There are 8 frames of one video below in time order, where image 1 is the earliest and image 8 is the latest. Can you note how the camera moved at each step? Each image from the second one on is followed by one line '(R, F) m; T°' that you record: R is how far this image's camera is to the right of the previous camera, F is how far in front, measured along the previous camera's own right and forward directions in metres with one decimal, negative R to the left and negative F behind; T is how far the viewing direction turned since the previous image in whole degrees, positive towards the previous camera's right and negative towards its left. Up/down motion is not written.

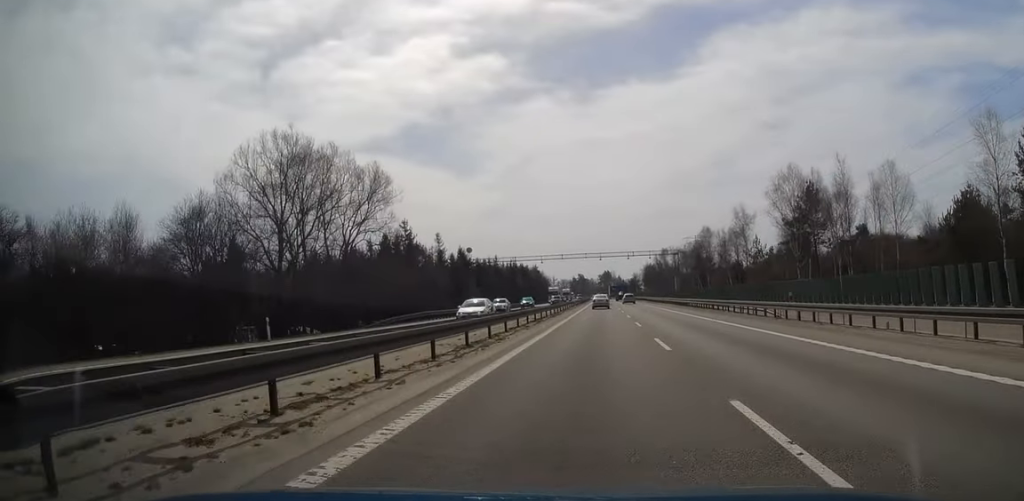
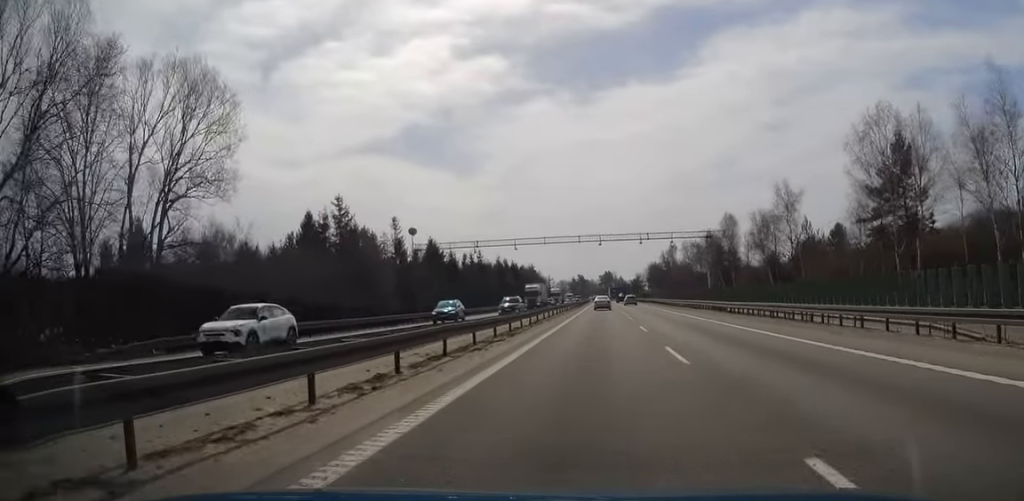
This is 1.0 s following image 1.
(+0.1, +26.8) m; 0°
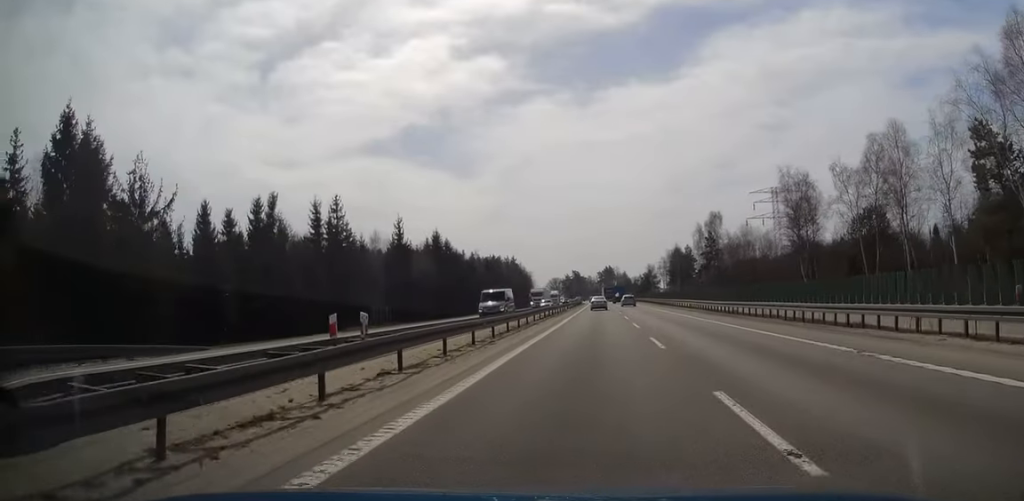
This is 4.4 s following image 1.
(-0.2, +91.4) m; 0°
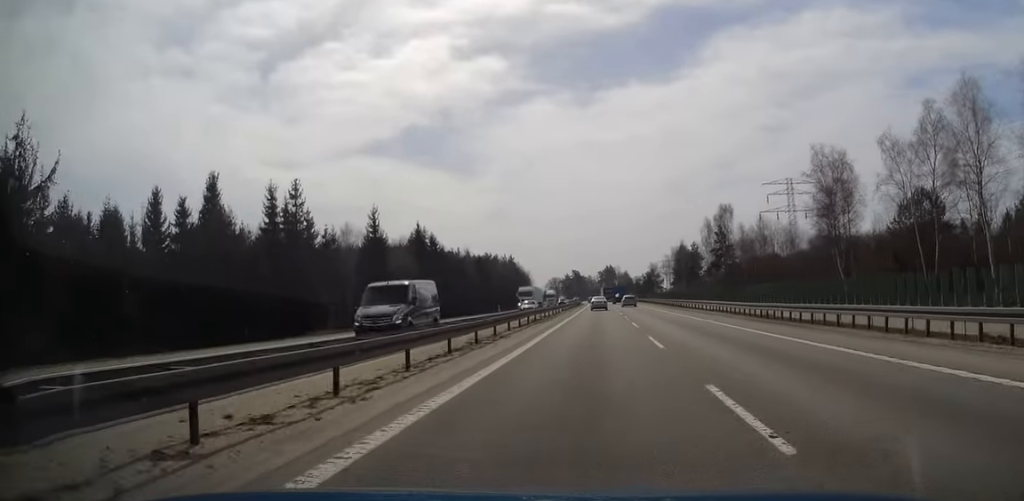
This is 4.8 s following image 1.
(0.0, +11.4) m; 0°
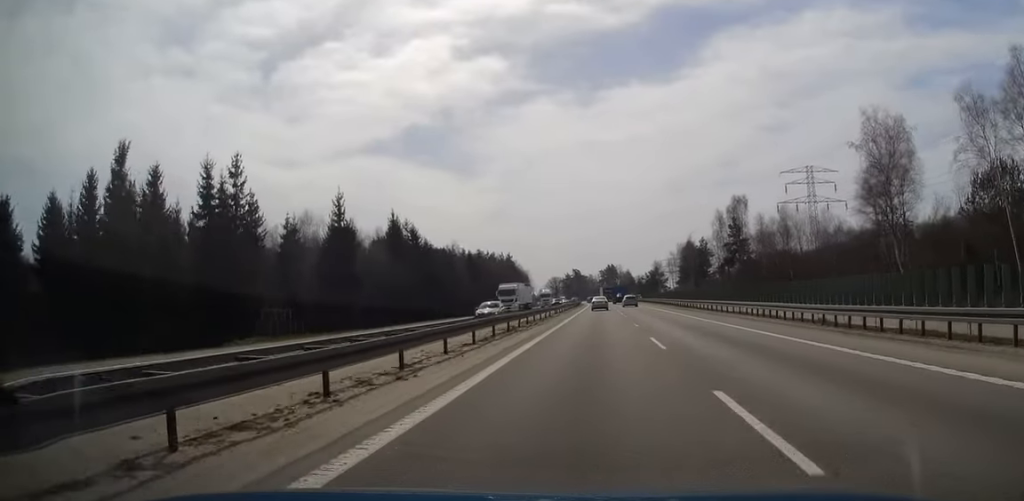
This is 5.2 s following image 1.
(0.0, +12.4) m; 0°
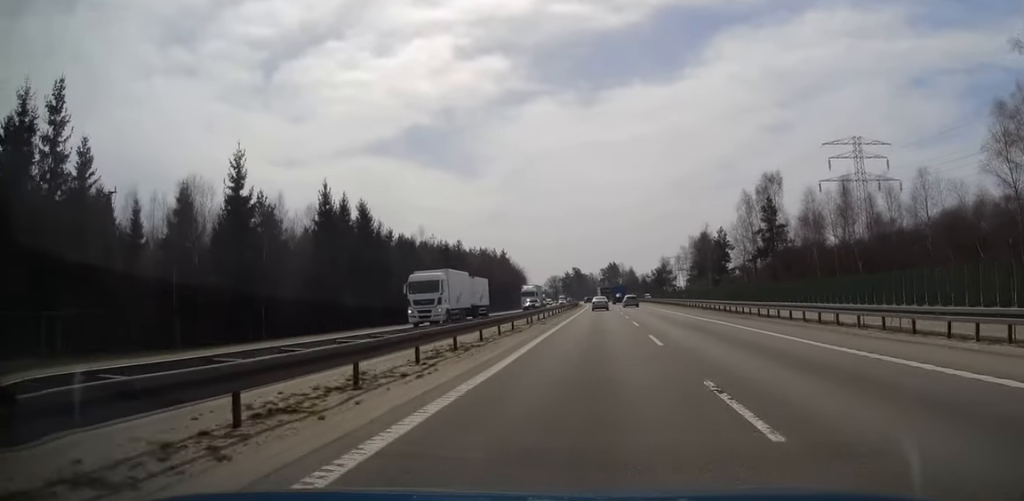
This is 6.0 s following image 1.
(-0.1, +22.6) m; 0°
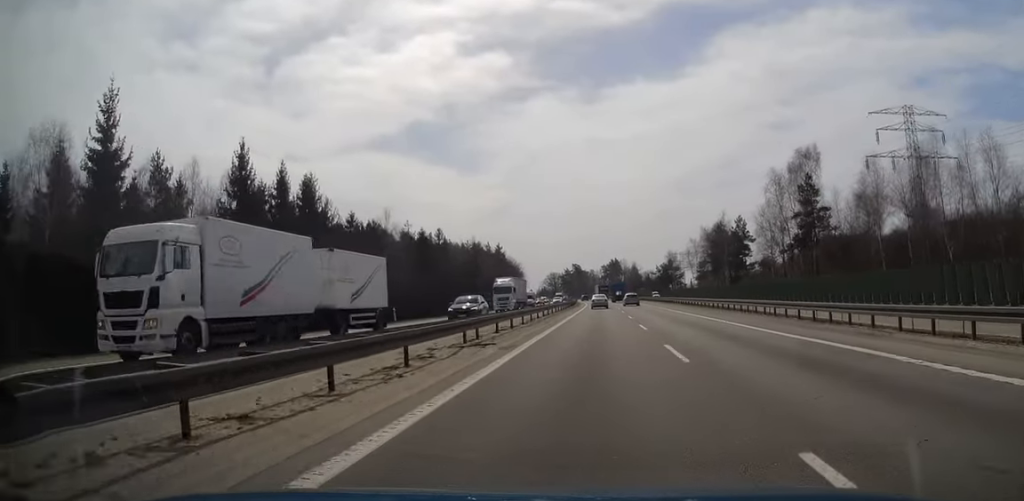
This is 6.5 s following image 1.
(0.0, +16.9) m; 0°
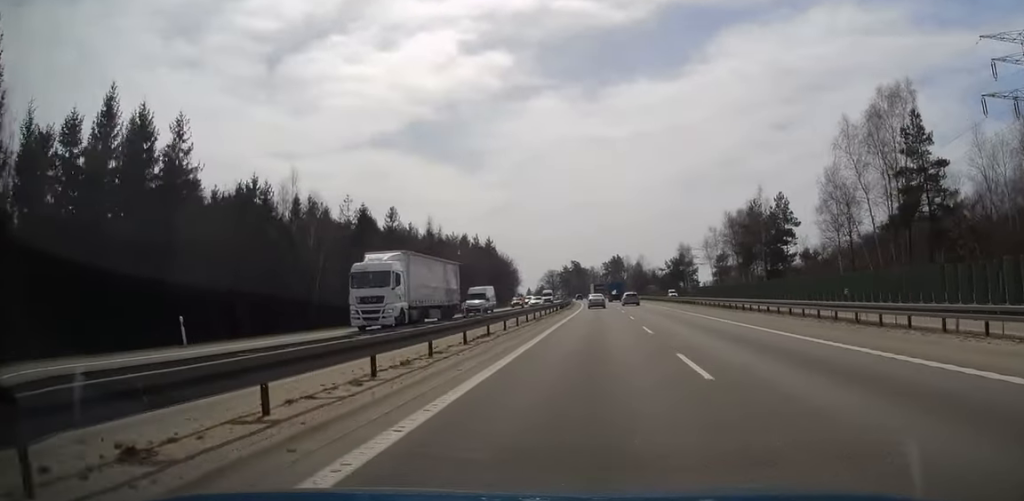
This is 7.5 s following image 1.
(+0.1, +26.4) m; 0°
